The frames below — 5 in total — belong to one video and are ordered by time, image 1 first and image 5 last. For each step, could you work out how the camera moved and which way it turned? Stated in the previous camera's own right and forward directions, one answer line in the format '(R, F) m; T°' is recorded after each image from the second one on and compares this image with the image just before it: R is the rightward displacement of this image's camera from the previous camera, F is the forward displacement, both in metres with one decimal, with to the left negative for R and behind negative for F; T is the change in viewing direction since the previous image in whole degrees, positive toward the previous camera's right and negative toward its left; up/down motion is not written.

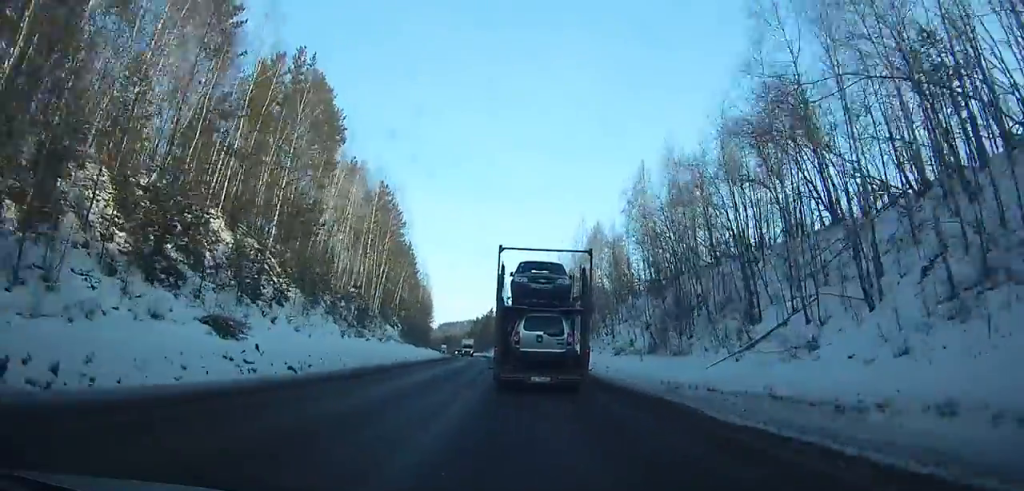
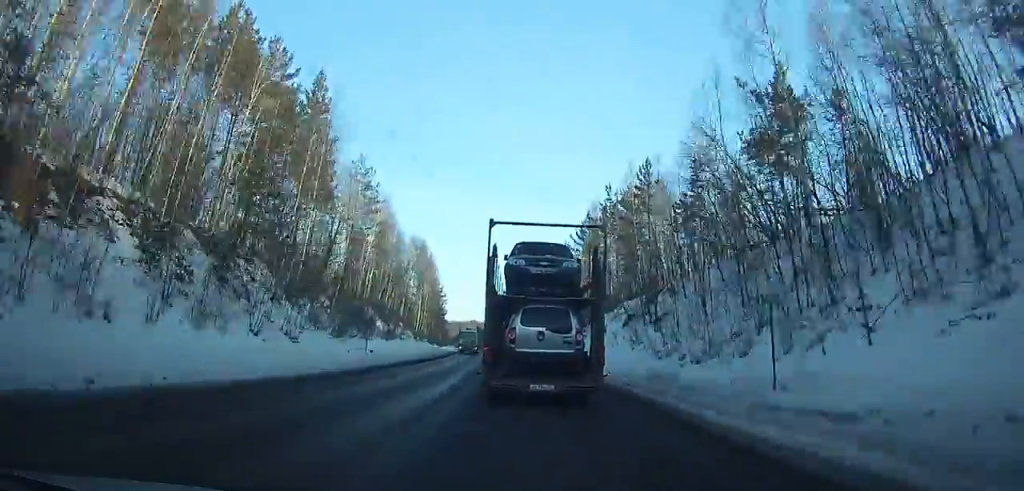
(-3.3, +79.3) m; -6°
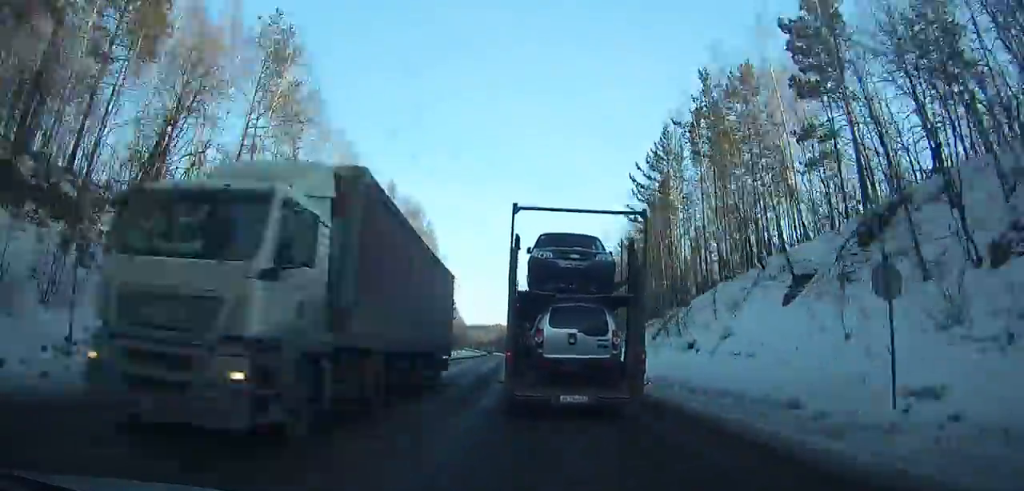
(-1.1, +32.2) m; -2°
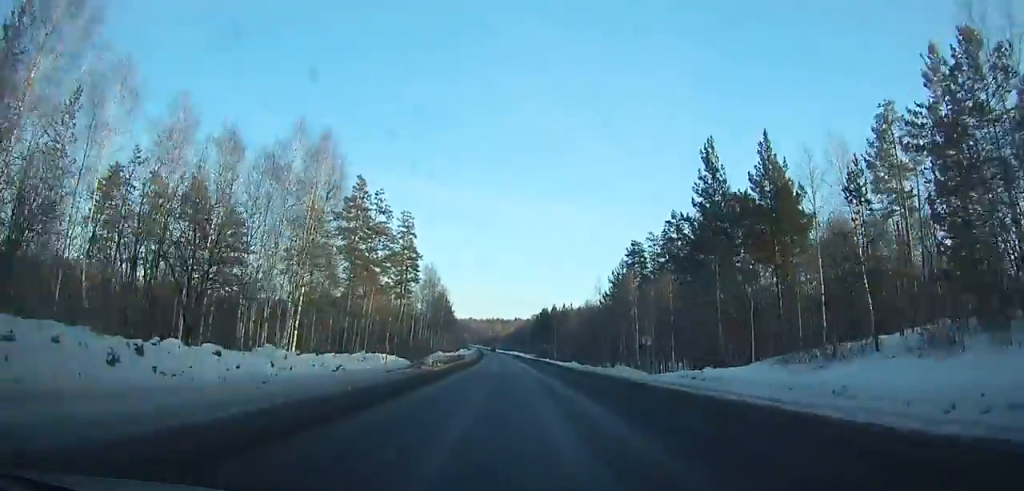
(-0.7, +152.9) m; -1°
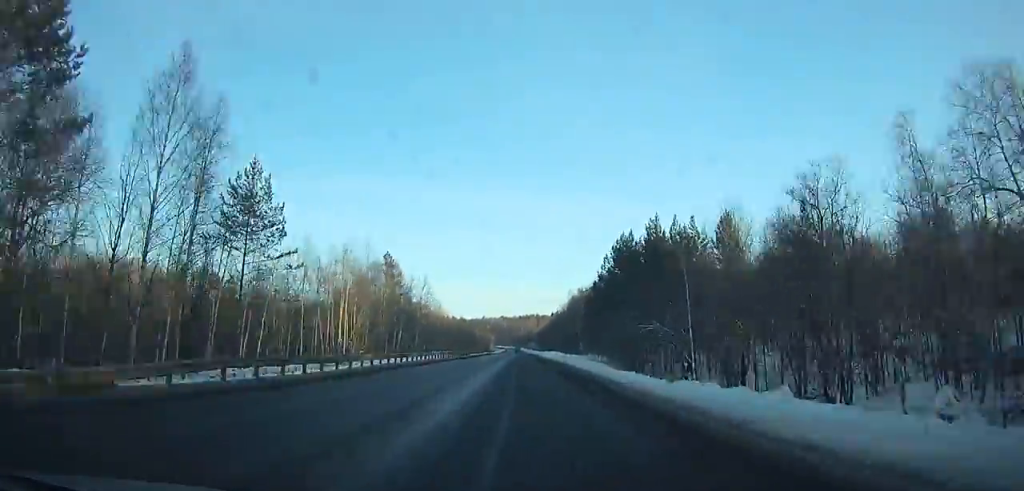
(-2.9, +118.1) m; -2°
